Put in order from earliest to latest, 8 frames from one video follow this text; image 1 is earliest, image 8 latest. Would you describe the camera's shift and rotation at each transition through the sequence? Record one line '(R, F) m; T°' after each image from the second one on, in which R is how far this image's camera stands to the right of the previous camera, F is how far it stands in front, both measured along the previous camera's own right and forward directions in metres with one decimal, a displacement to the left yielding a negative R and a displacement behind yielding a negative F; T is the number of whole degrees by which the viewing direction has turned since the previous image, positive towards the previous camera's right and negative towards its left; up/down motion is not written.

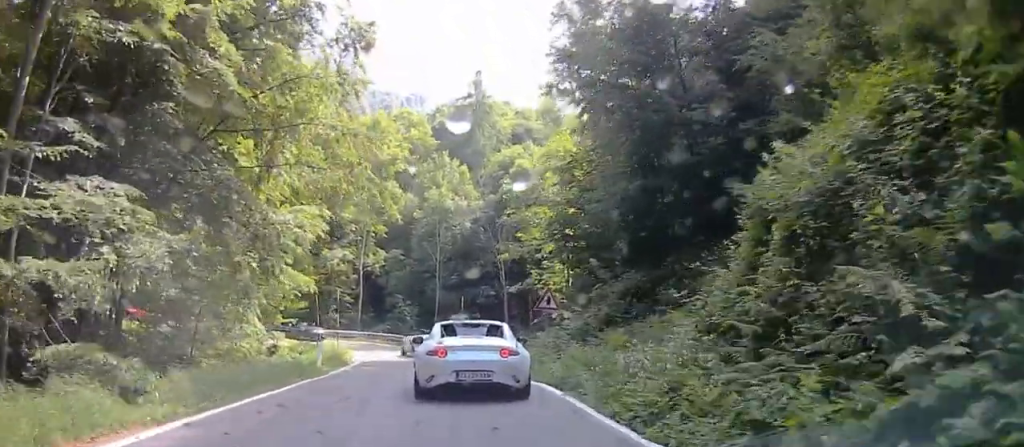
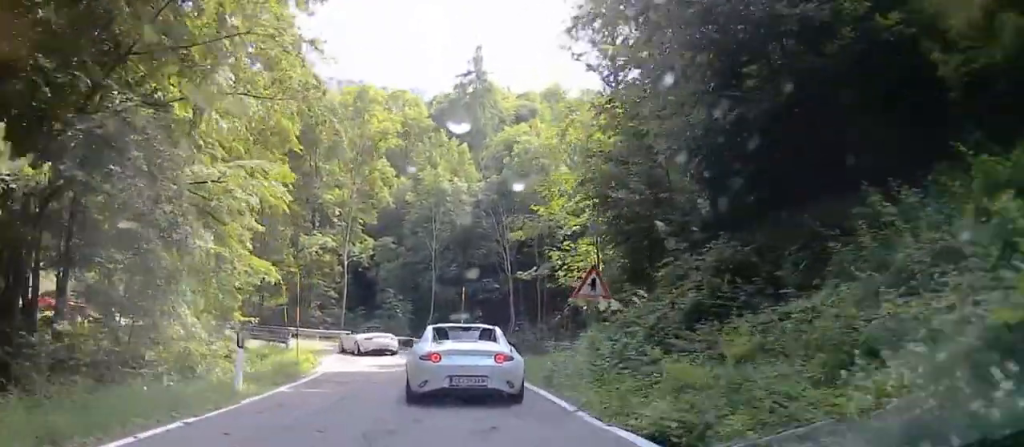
(-0.3, +9.5) m; -4°
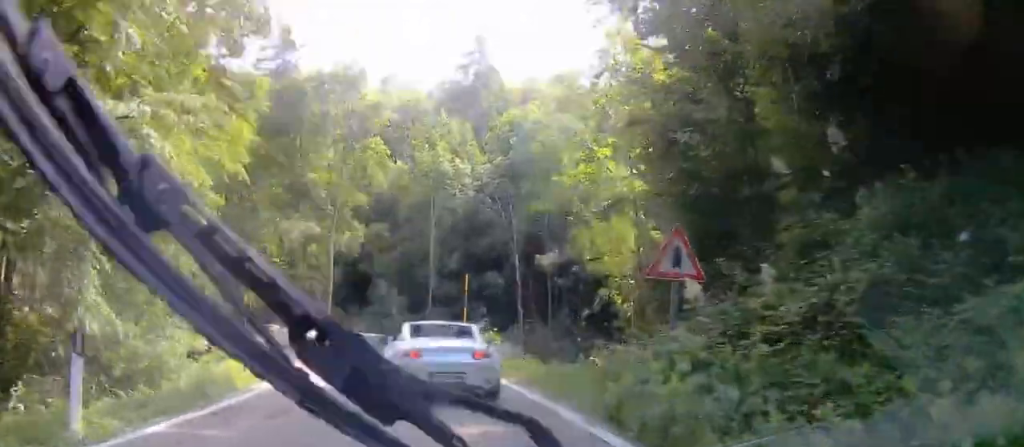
(-0.4, +7.7) m; -5°
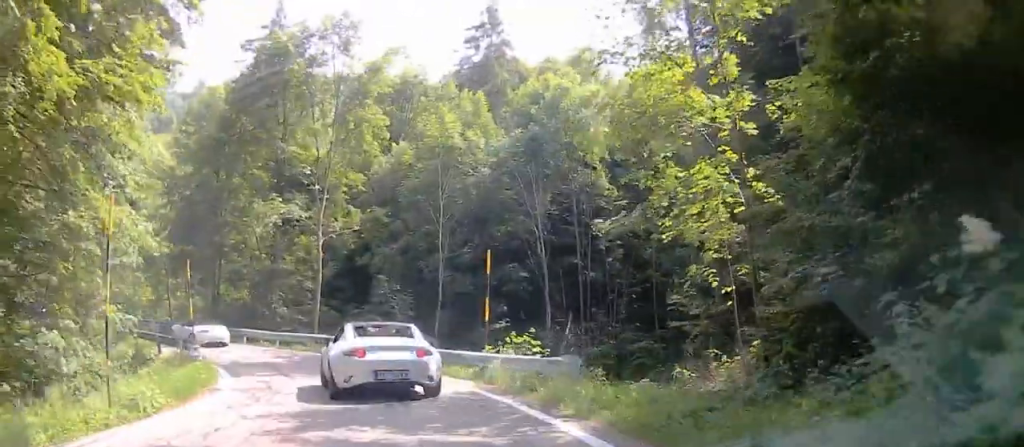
(-0.5, +8.2) m; -5°
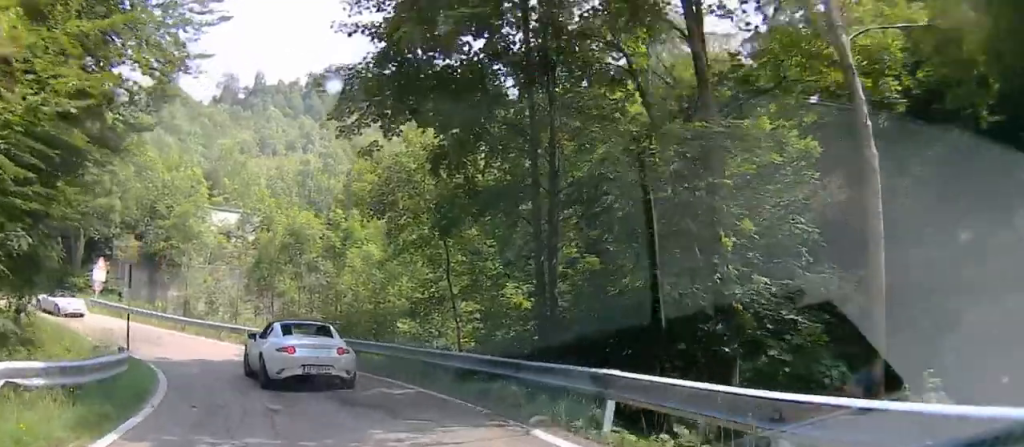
(-1.4, +21.6) m; -4°
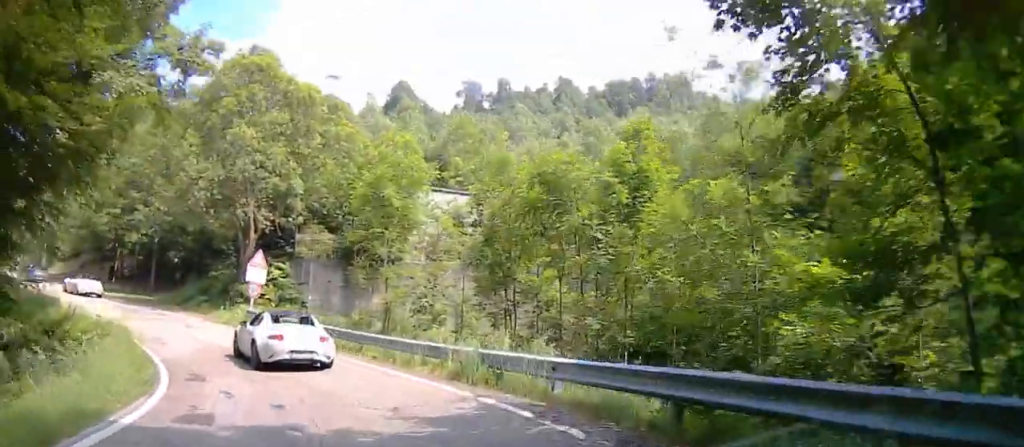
(0.0, +7.0) m; -19°
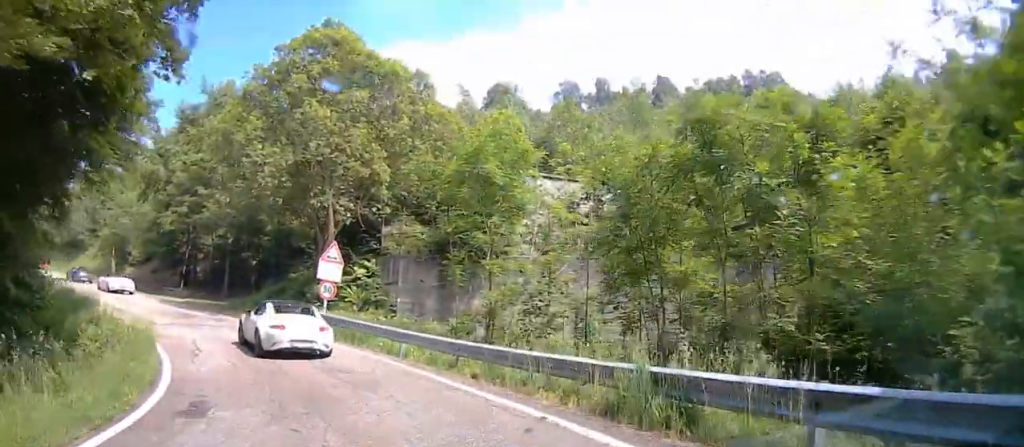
(-0.2, +2.2) m; -10°
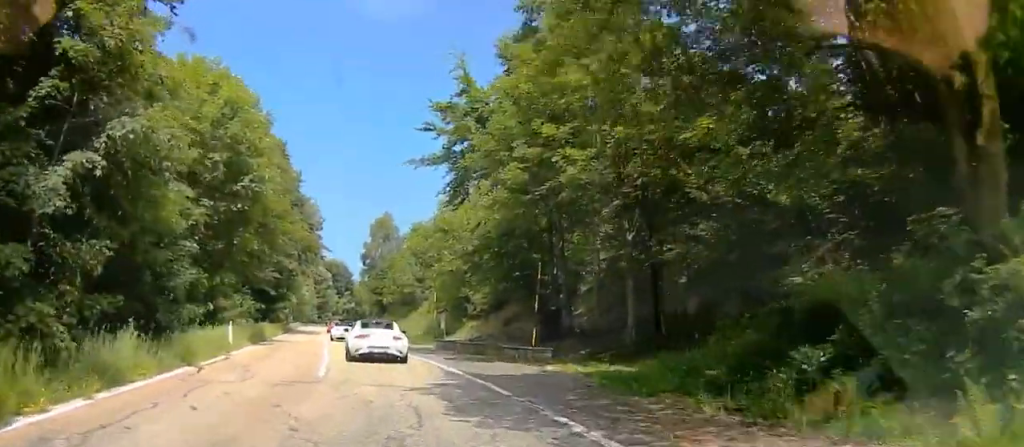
(-3.7, +9.8) m; -21°
